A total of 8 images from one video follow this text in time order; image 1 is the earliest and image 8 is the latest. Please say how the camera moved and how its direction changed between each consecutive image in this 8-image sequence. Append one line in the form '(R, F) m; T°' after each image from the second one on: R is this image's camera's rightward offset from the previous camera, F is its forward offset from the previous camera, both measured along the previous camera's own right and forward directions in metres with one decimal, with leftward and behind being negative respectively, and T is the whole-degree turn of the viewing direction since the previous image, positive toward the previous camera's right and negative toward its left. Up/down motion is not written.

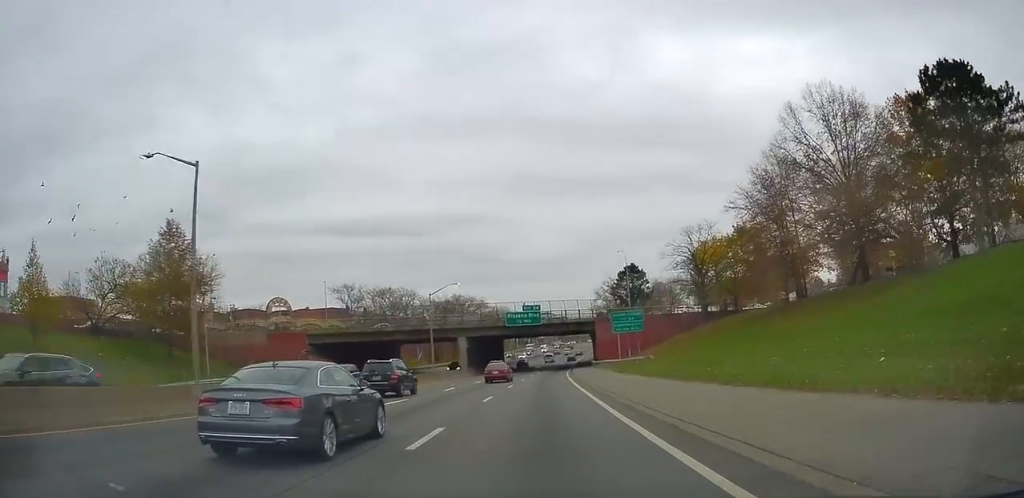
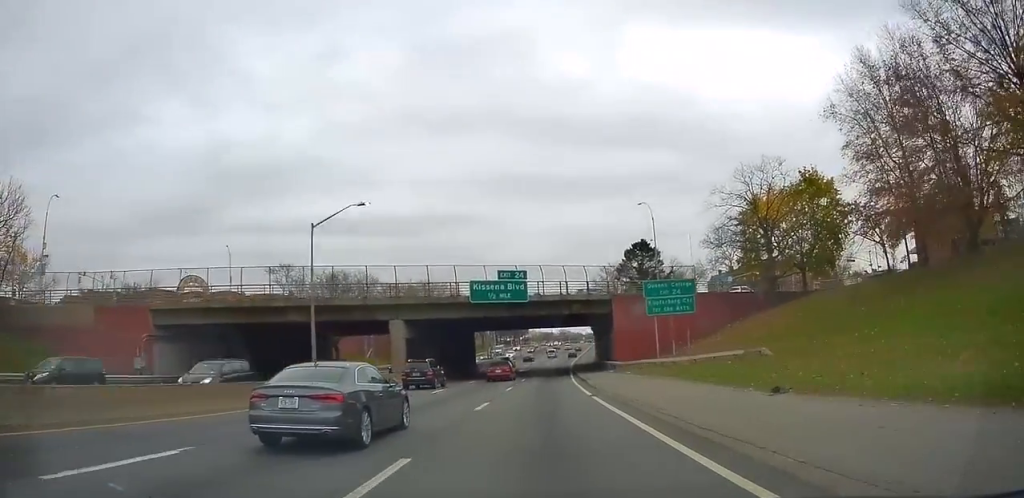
(+0.1, +27.4) m; +3°
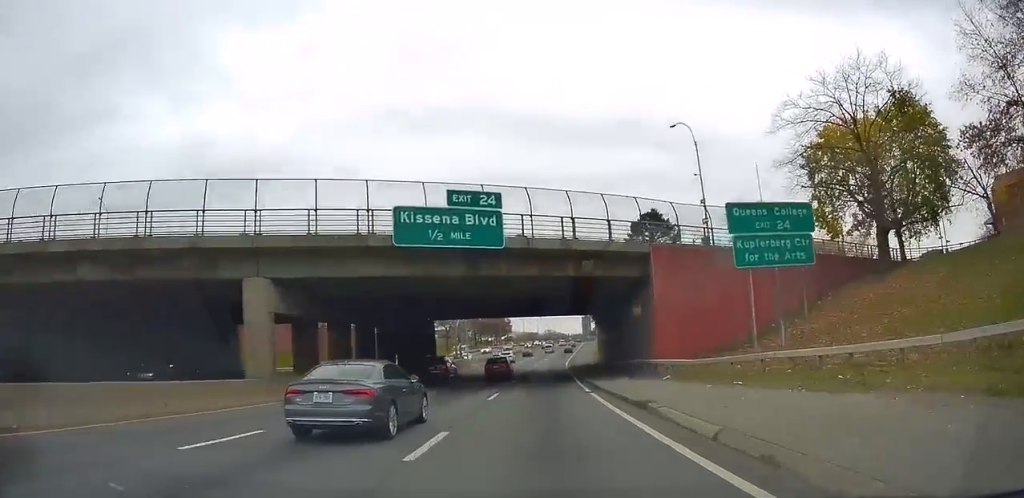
(+1.0, +20.2) m; +1°
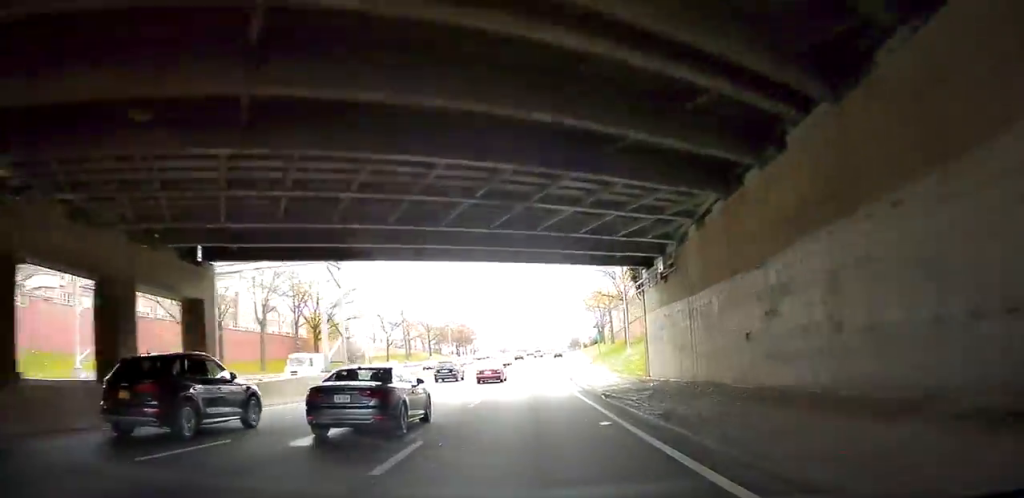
(-0.2, +37.2) m; +1°
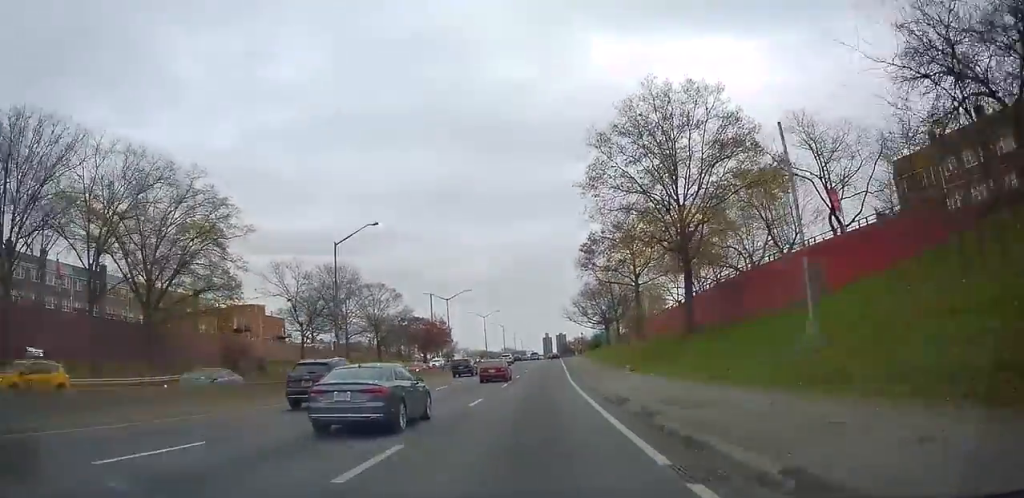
(+1.1, +35.6) m; +2°
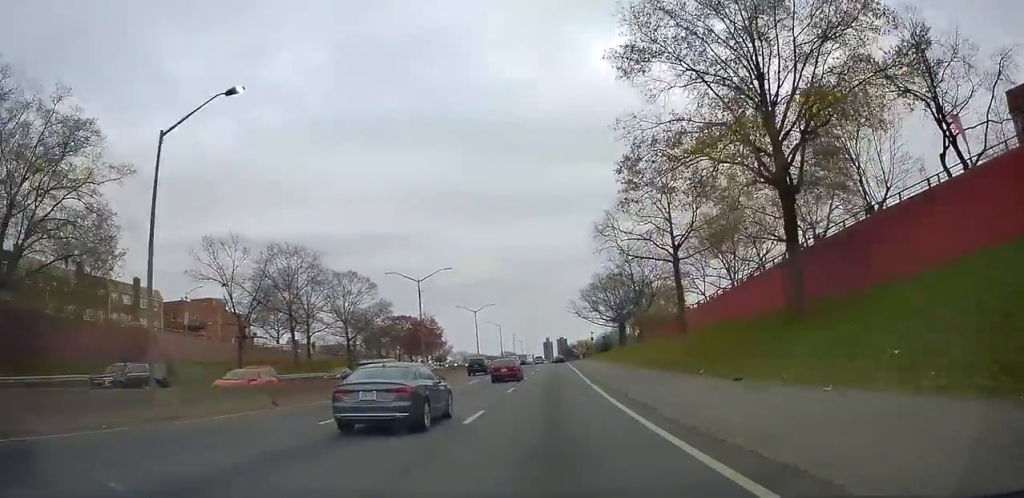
(-0.1, +17.2) m; 0°
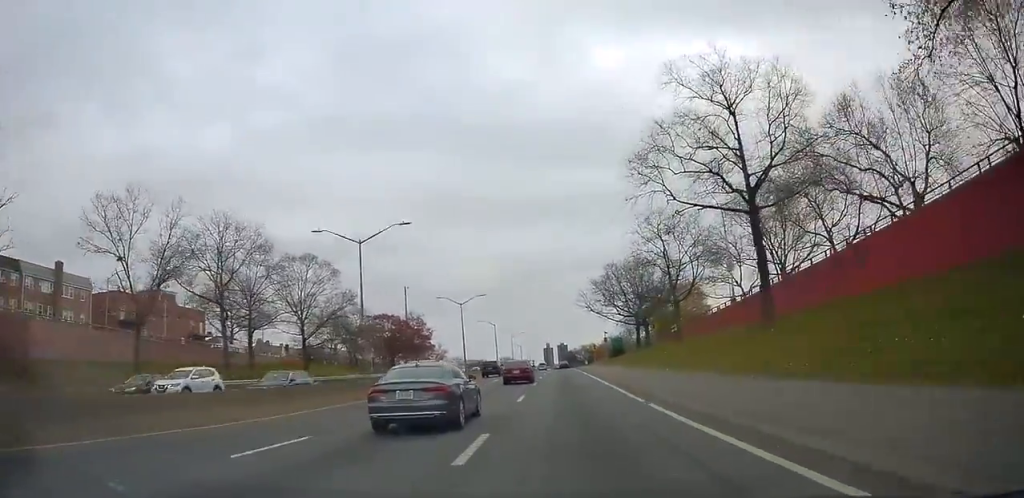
(0.0, +17.3) m; +1°
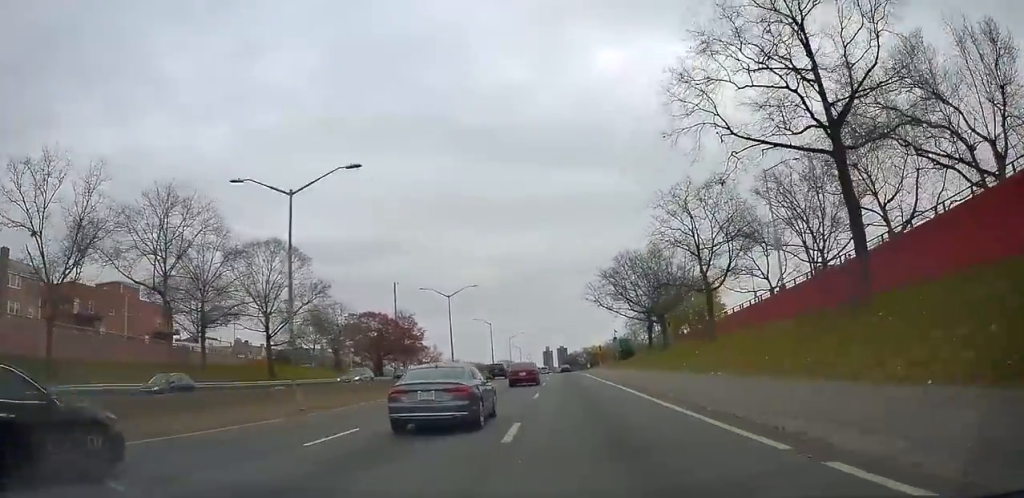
(-0.1, +9.9) m; +1°
